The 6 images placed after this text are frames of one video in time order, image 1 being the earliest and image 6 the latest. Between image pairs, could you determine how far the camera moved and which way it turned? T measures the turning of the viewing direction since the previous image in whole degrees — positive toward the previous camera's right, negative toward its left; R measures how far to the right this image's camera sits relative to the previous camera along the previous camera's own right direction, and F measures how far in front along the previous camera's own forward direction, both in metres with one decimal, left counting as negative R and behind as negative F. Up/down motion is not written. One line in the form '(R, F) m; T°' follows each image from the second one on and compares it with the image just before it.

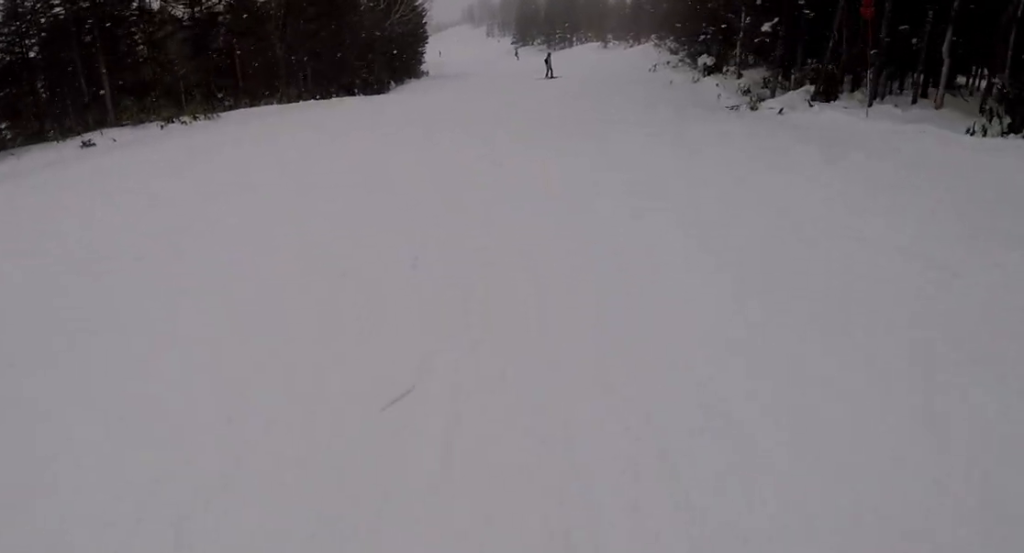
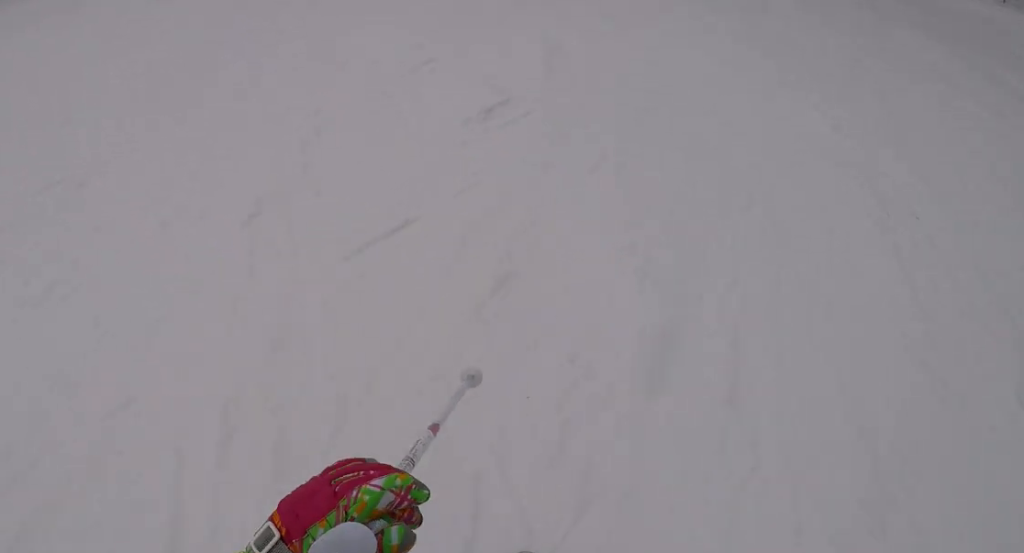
(+0.4, +4.3) m; +1°
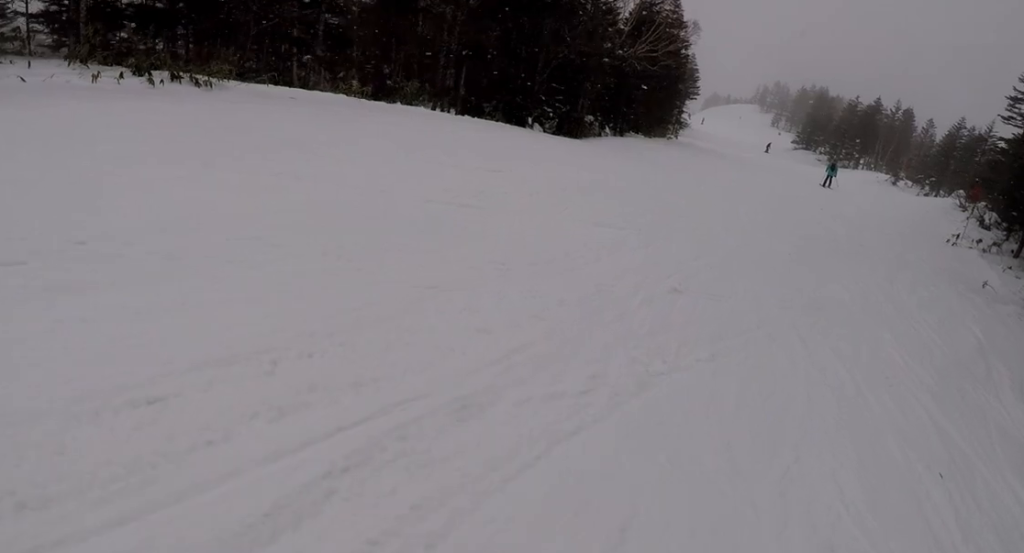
(-0.2, +9.8) m; +3°
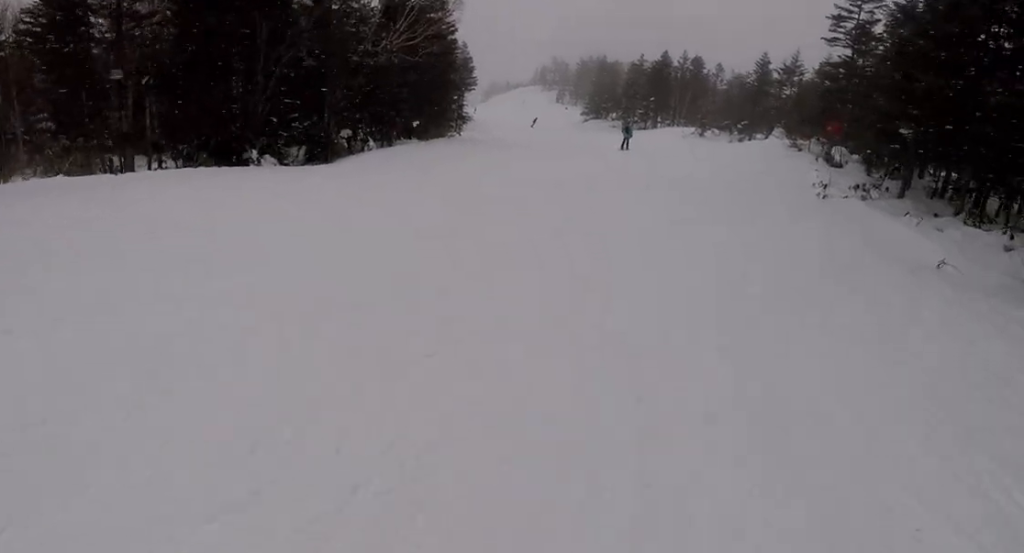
(+1.0, +8.0) m; 0°
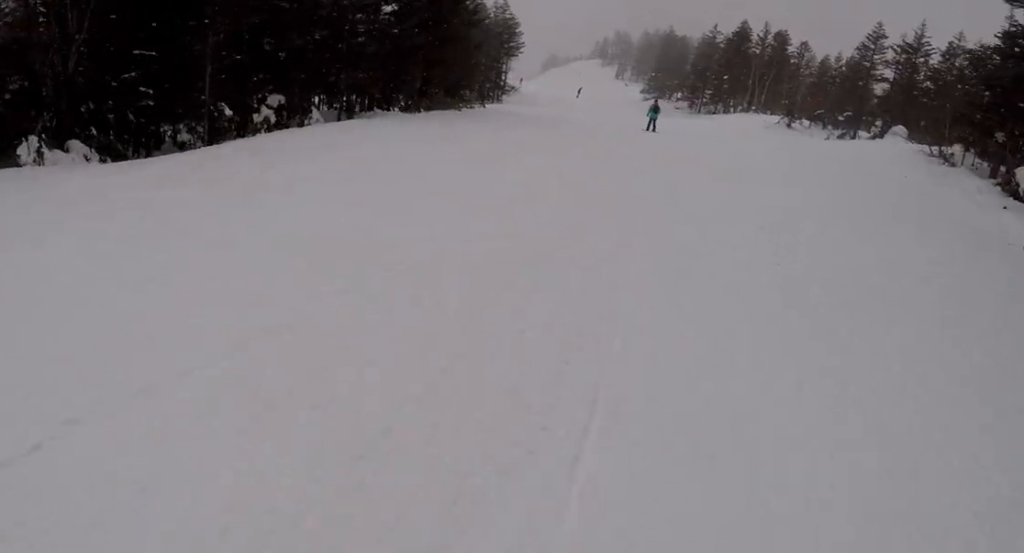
(-0.8, +11.1) m; +2°
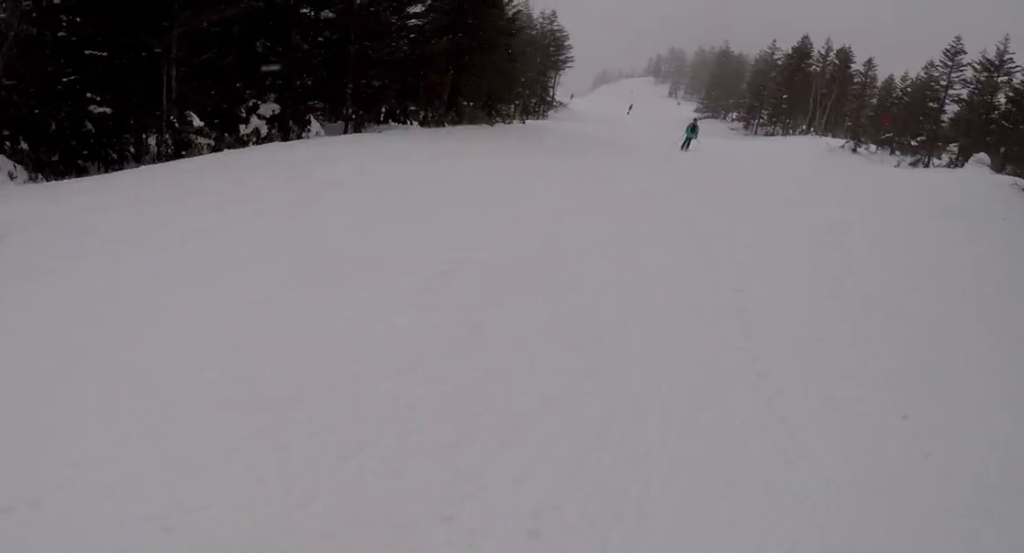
(+0.1, +3.4) m; +3°
